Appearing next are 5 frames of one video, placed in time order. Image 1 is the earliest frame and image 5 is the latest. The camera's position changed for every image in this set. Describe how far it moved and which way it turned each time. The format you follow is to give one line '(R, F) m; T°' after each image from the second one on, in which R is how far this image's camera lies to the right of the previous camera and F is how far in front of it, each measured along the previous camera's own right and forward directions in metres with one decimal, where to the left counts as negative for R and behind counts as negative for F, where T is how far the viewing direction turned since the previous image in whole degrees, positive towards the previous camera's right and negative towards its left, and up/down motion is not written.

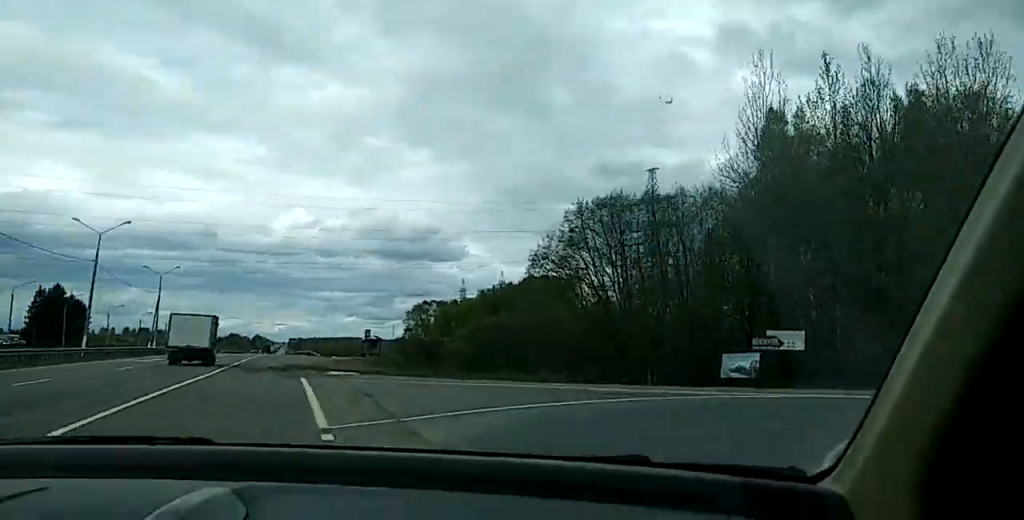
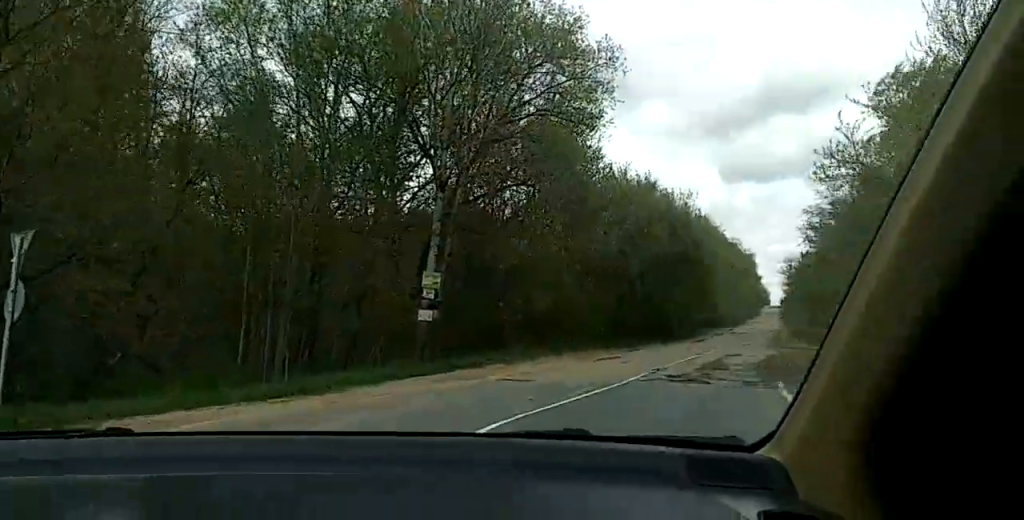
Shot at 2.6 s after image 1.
(+11.1, +18.3) m; +62°
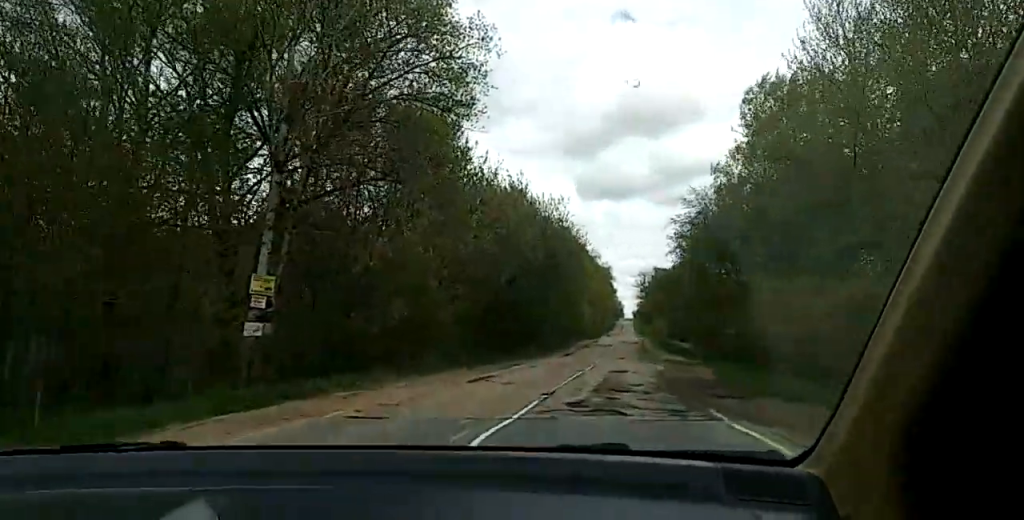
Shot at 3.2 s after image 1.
(+1.1, +5.0) m; +10°
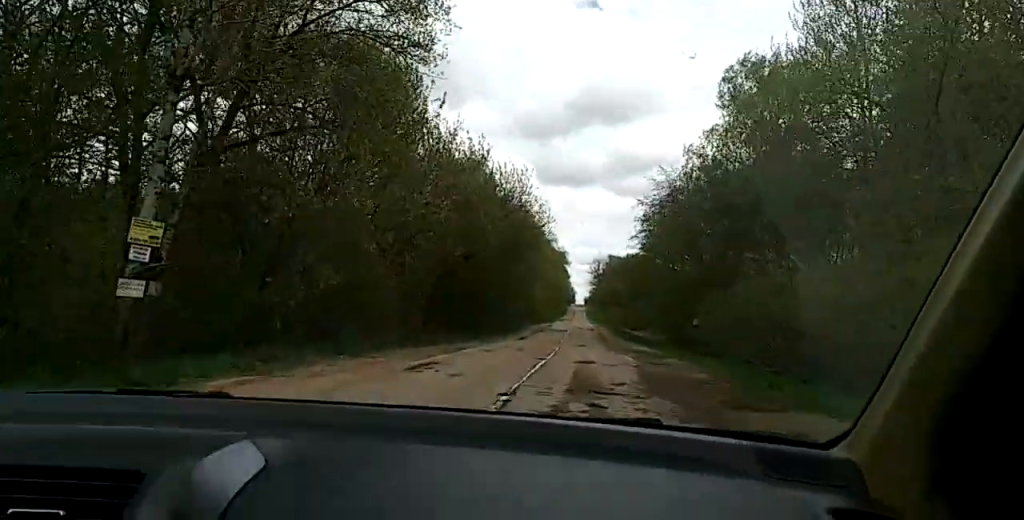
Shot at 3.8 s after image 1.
(+0.5, +4.8) m; +6°
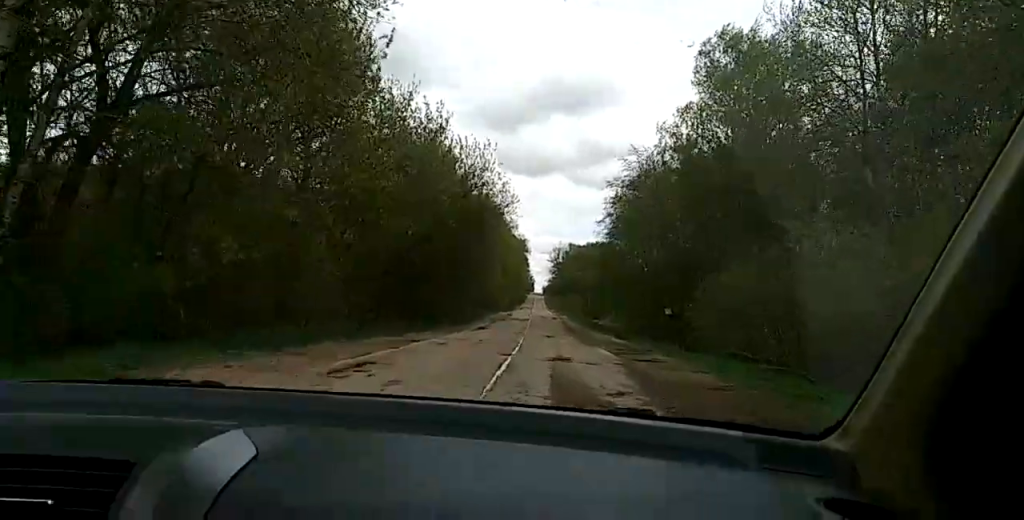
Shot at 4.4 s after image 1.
(0.0, +4.6) m; 0°
